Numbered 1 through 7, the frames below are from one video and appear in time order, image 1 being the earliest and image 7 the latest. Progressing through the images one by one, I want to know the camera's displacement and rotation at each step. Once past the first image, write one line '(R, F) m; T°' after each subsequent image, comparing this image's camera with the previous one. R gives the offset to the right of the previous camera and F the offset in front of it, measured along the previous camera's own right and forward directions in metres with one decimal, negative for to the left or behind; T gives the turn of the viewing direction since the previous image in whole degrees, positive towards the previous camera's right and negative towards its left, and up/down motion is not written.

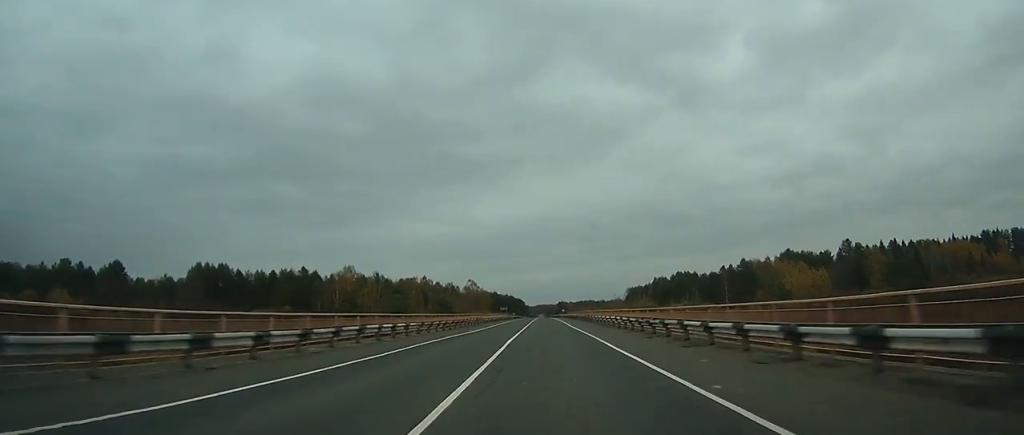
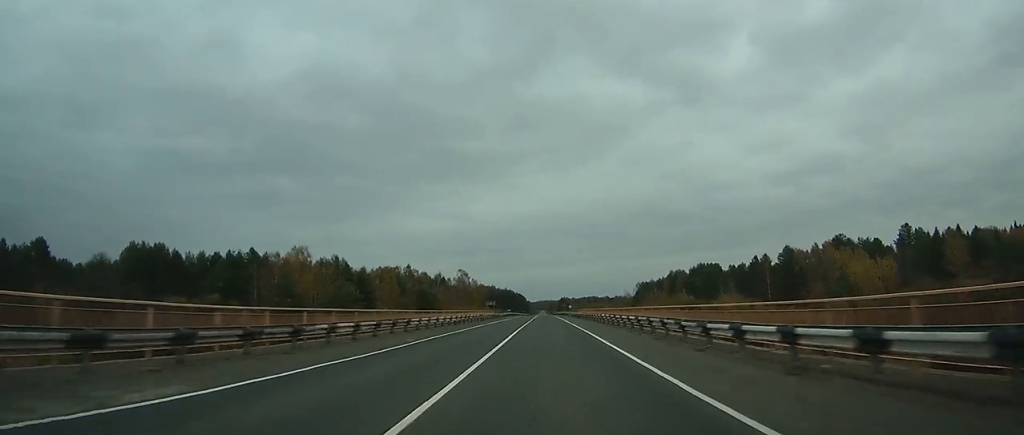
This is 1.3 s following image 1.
(0.0, +40.2) m; 0°
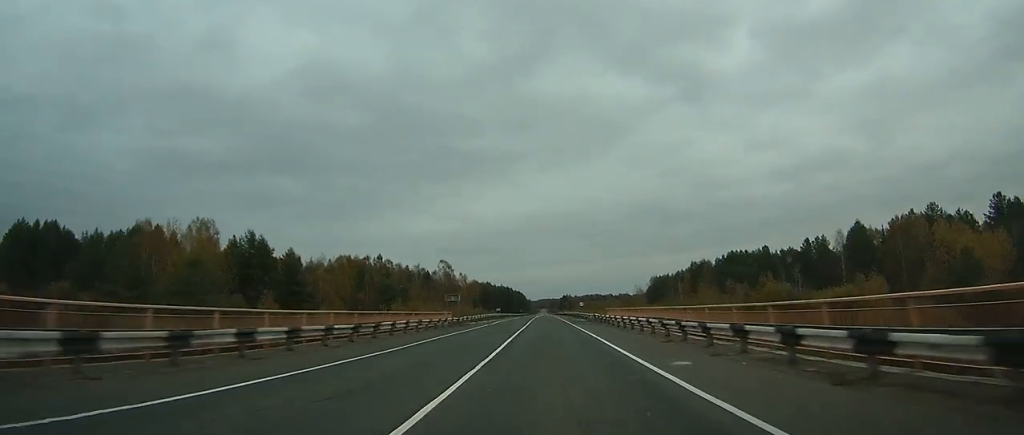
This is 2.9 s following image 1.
(0.0, +47.0) m; 0°
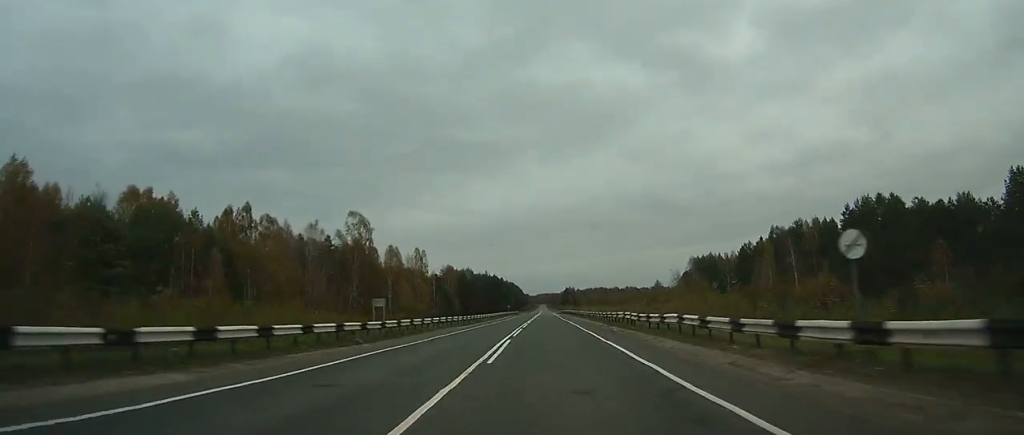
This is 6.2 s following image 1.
(+0.1, +100.1) m; 0°
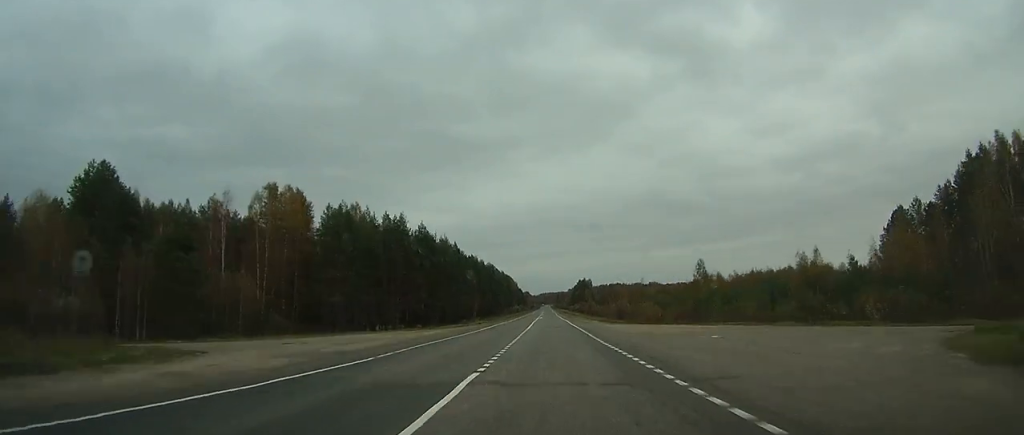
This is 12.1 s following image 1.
(+0.2, +174.2) m; 0°
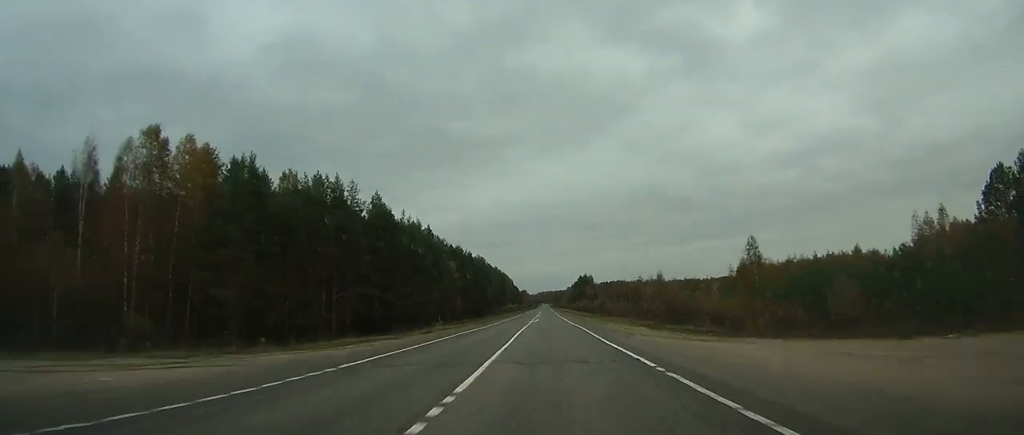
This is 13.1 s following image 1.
(0.0, +31.7) m; 0°
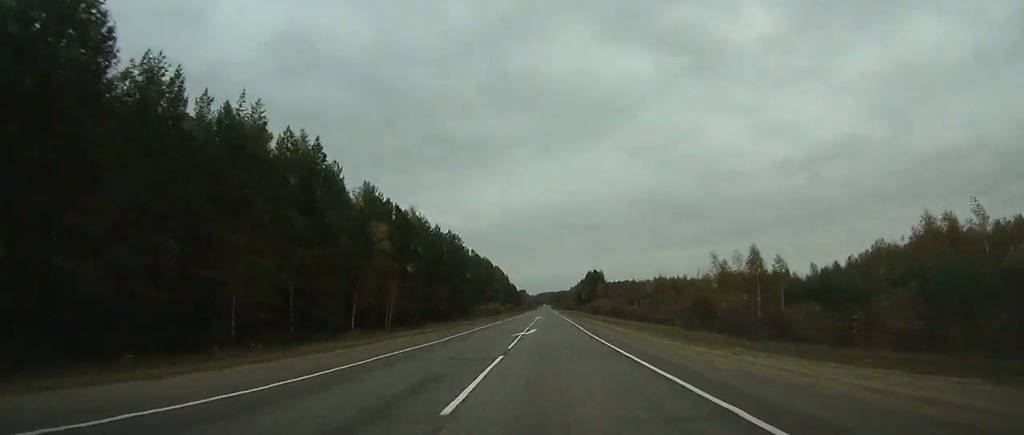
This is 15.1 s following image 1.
(0.0, +64.5) m; 0°
